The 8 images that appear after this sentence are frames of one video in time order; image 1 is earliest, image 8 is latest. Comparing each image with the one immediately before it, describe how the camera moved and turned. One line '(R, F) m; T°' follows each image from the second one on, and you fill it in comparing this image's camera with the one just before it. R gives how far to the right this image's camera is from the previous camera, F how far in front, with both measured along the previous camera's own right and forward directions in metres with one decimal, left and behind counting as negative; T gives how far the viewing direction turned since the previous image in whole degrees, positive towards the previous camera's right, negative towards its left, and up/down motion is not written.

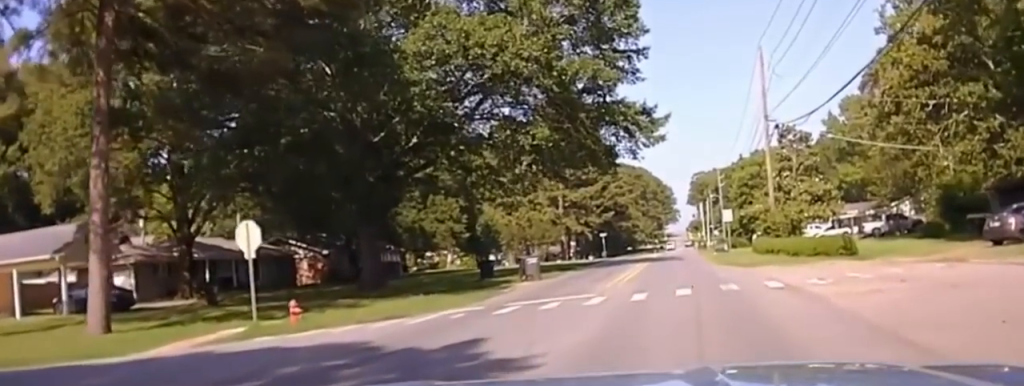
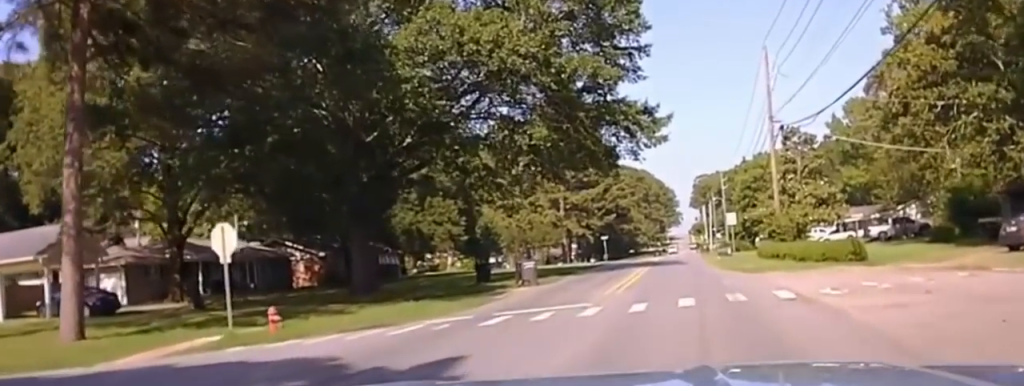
(0.0, +1.6) m; 0°
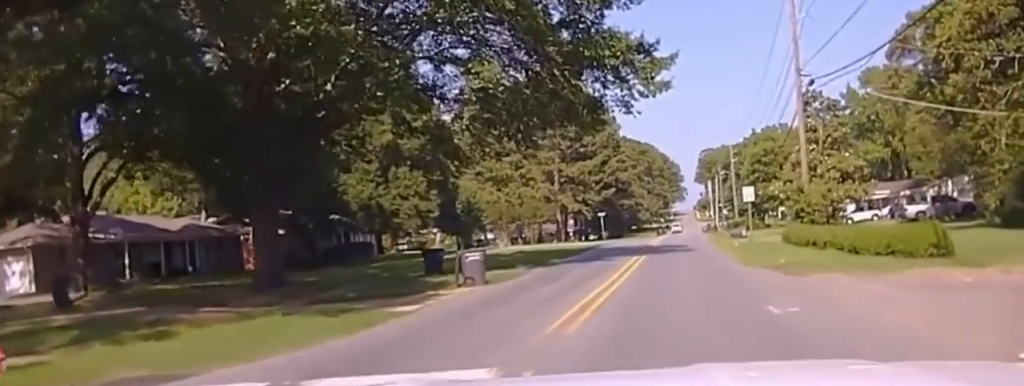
(0.0, +12.5) m; +1°
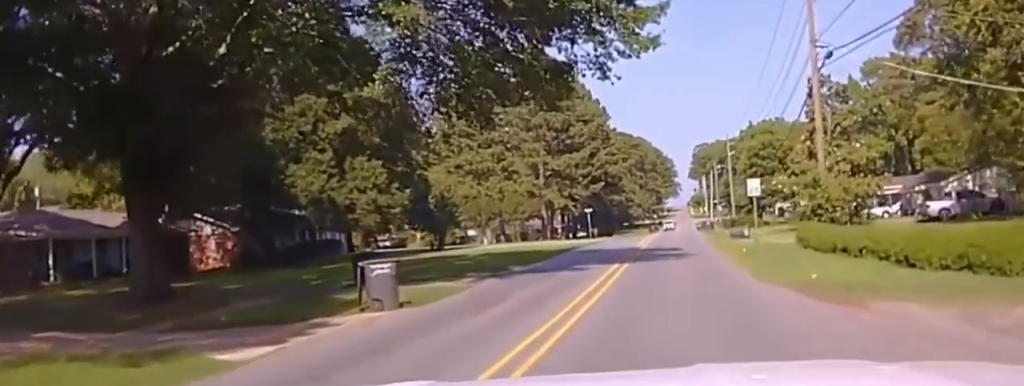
(+0.1, +7.9) m; +1°
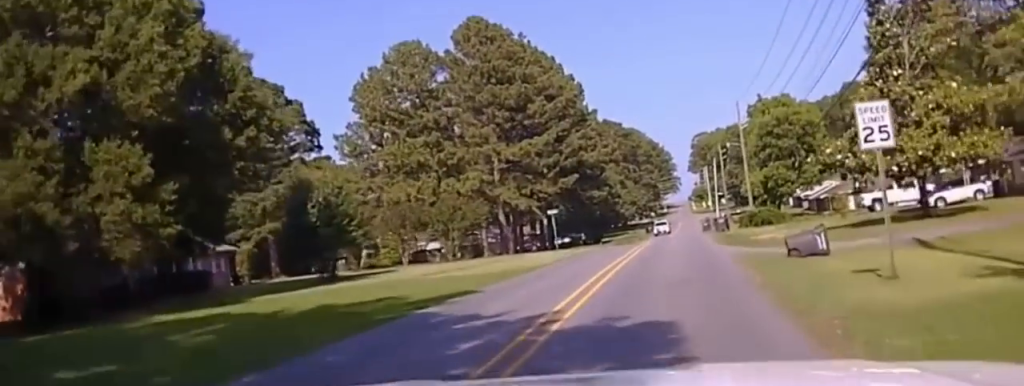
(+0.1, +26.7) m; 0°
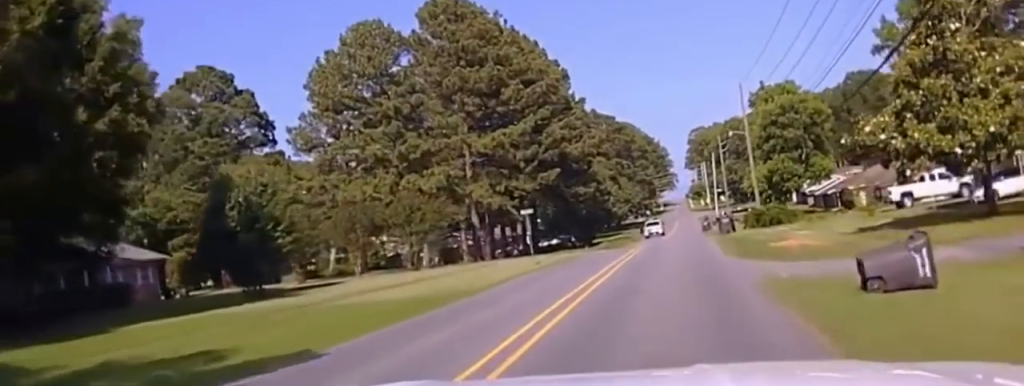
(-0.1, +9.9) m; 0°
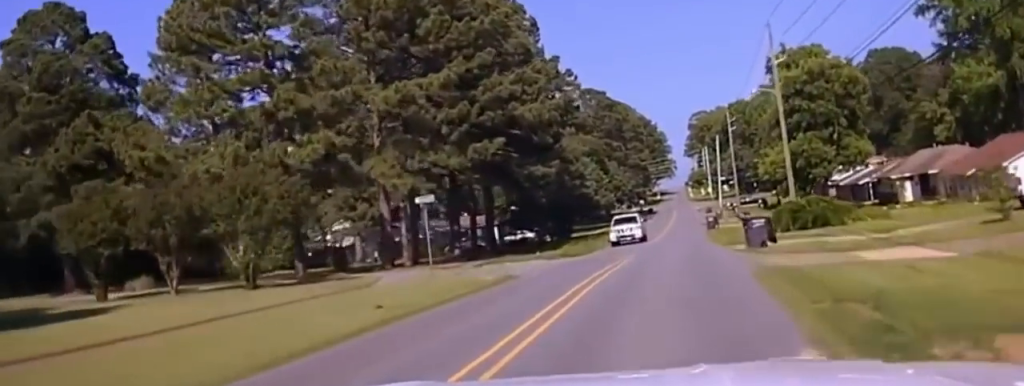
(0.0, +22.7) m; +1°
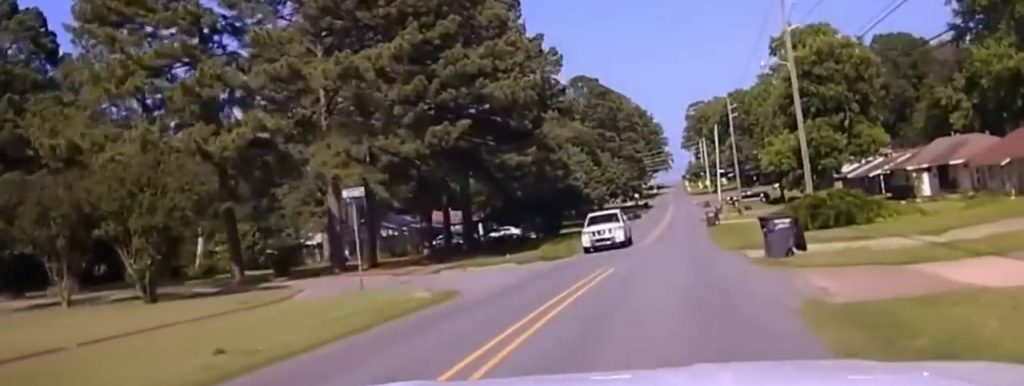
(0.0, +7.3) m; 0°
